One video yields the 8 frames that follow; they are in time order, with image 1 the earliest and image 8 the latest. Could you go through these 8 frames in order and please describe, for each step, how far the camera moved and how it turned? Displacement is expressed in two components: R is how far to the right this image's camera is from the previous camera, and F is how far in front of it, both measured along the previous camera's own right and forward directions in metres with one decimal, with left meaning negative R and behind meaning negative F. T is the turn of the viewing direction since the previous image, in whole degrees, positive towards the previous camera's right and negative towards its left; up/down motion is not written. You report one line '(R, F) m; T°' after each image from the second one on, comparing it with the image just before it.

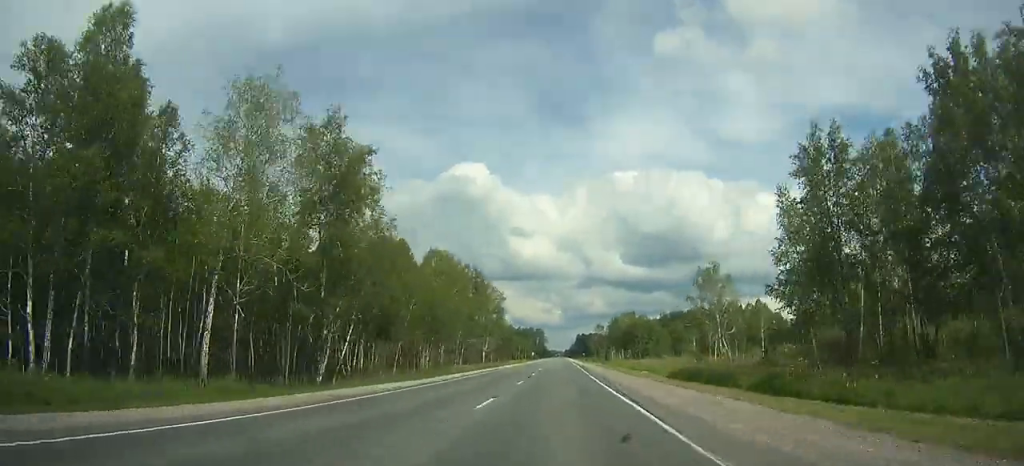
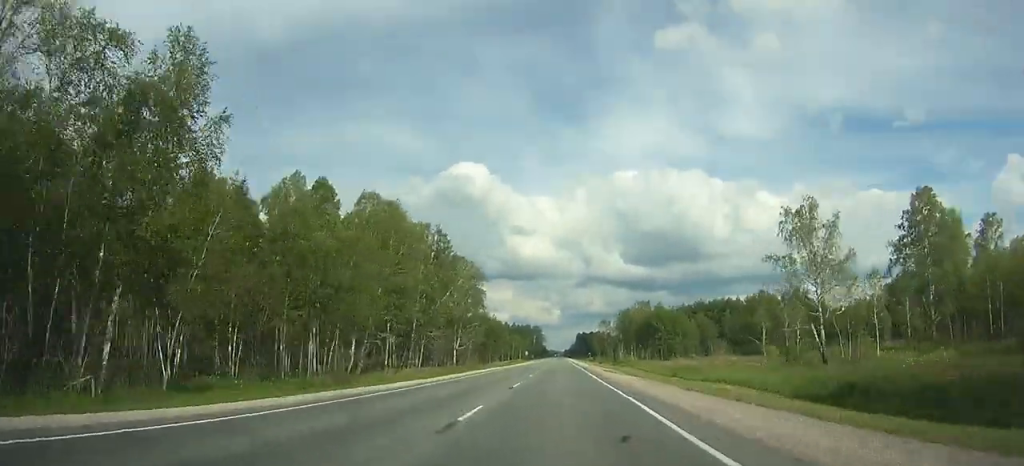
(0.0, +41.4) m; 0°
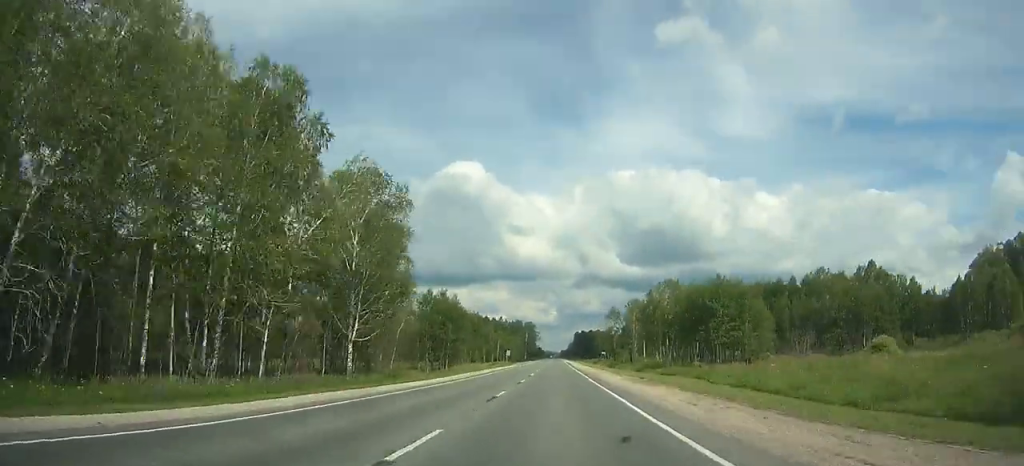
(0.0, +53.6) m; 0°
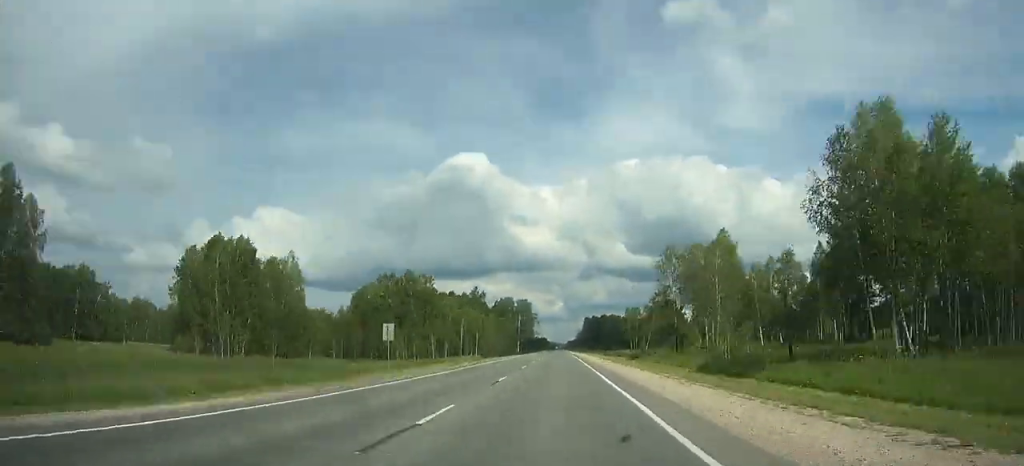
(-0.2, +94.1) m; 0°
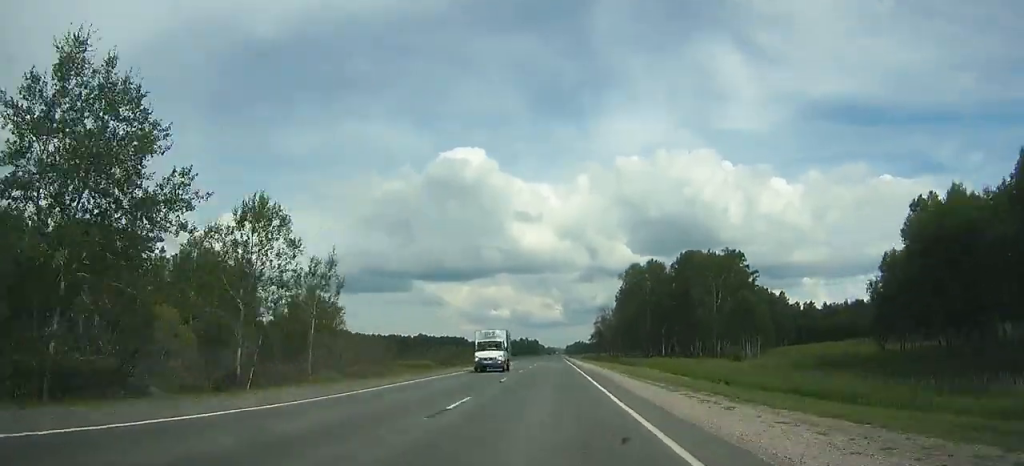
(+0.1, +281.7) m; 0°
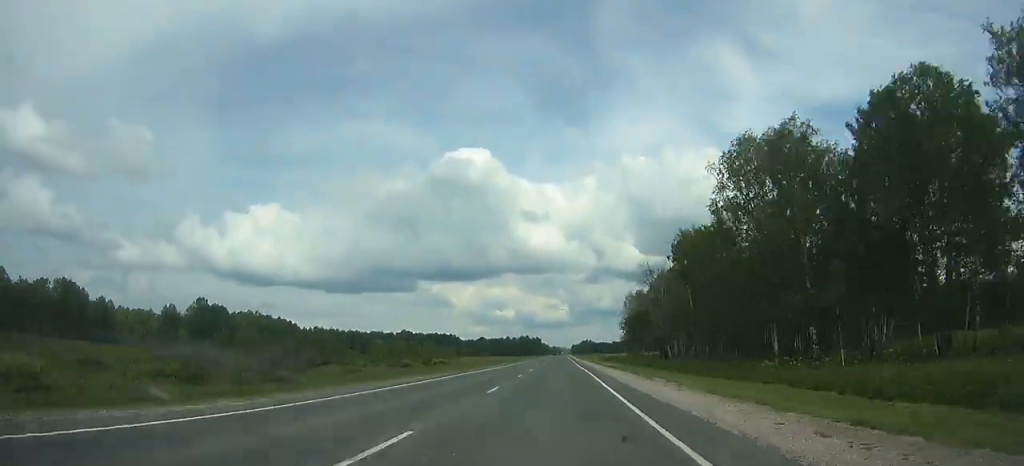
(-0.4, +94.2) m; 0°
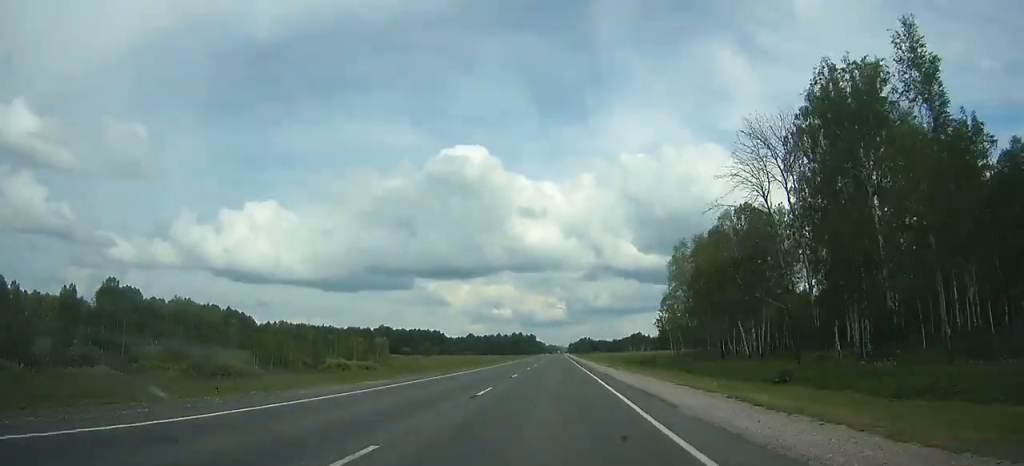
(+0.1, +63.1) m; 0°
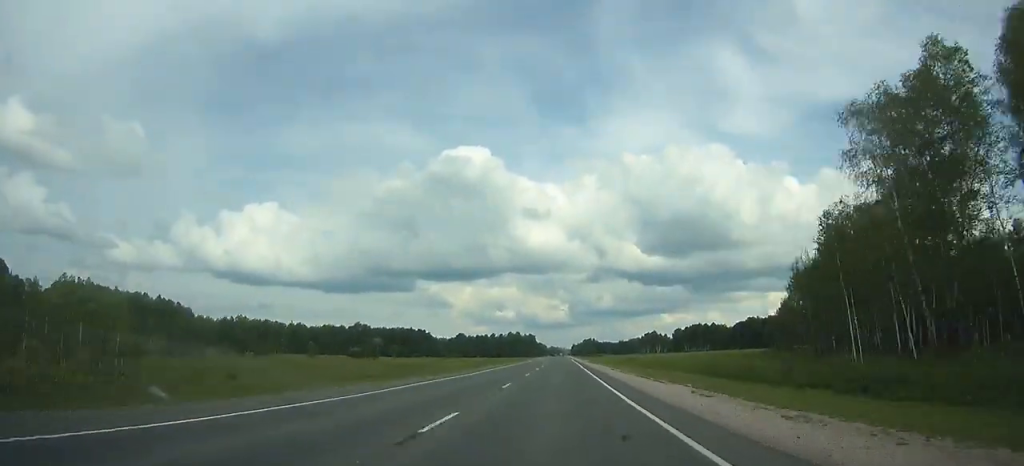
(0.0, +68.7) m; 0°
